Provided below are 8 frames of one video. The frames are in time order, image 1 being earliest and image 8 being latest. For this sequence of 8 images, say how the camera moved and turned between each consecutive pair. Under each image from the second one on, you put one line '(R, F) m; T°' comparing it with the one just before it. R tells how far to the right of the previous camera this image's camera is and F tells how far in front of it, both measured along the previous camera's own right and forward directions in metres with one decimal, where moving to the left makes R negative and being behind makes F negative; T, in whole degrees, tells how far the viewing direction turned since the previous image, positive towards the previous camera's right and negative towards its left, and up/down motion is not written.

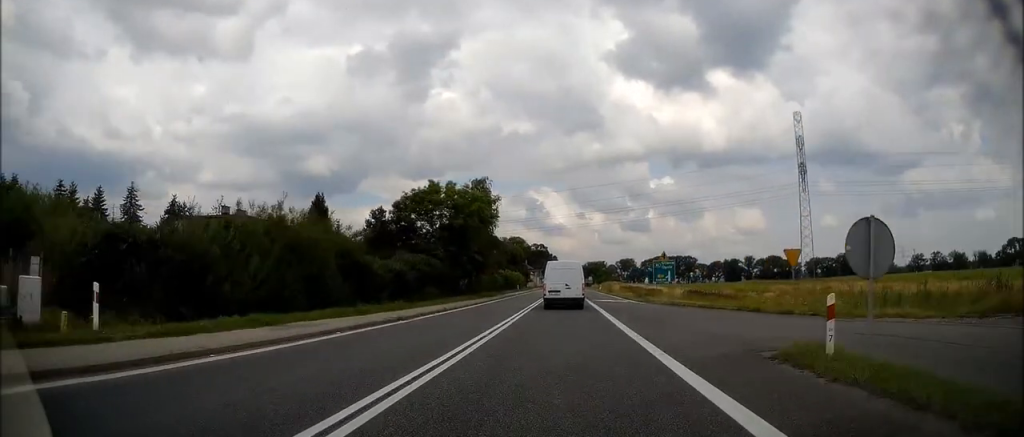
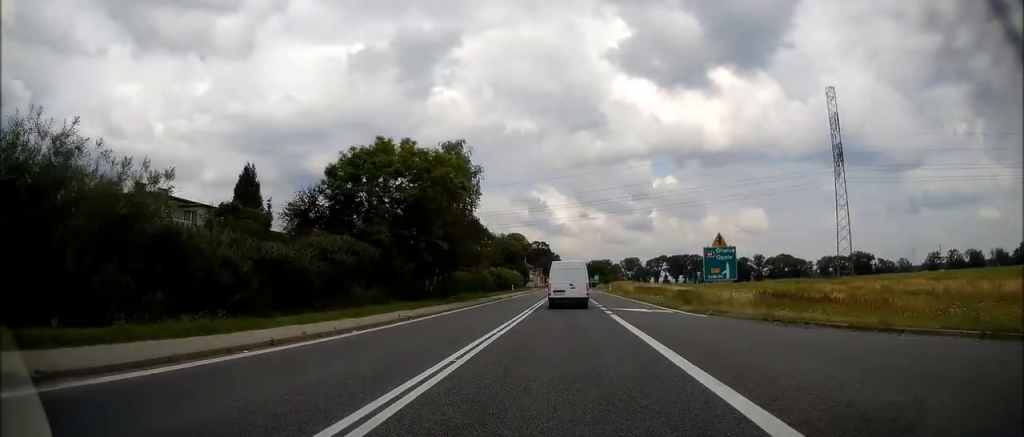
(+0.2, +17.2) m; 0°
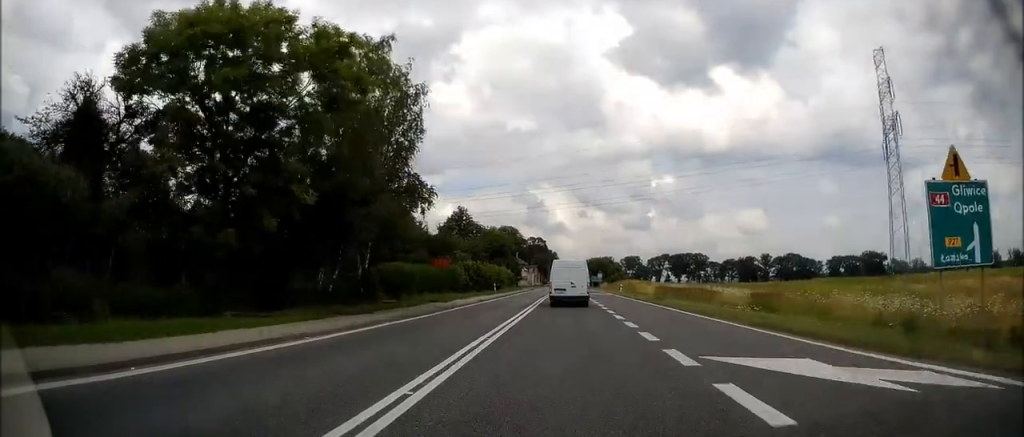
(-0.3, +21.2) m; 0°
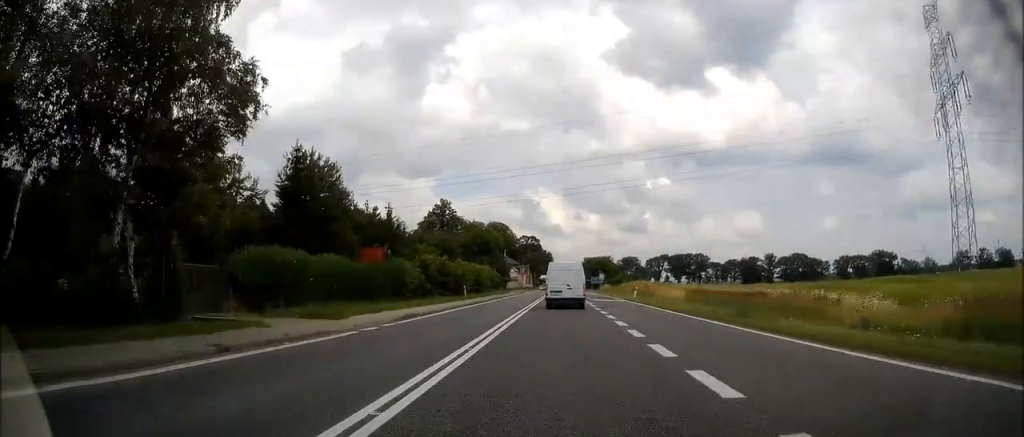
(+0.2, +18.8) m; +1°
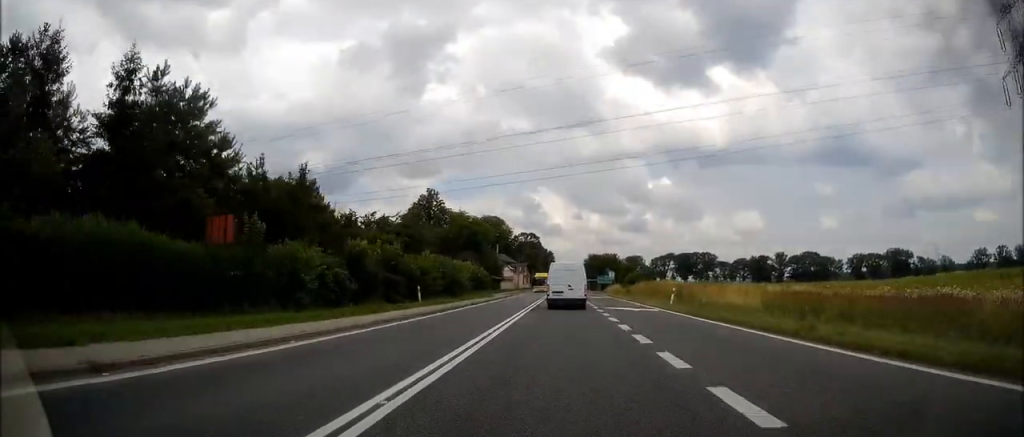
(0.0, +17.6) m; 0°
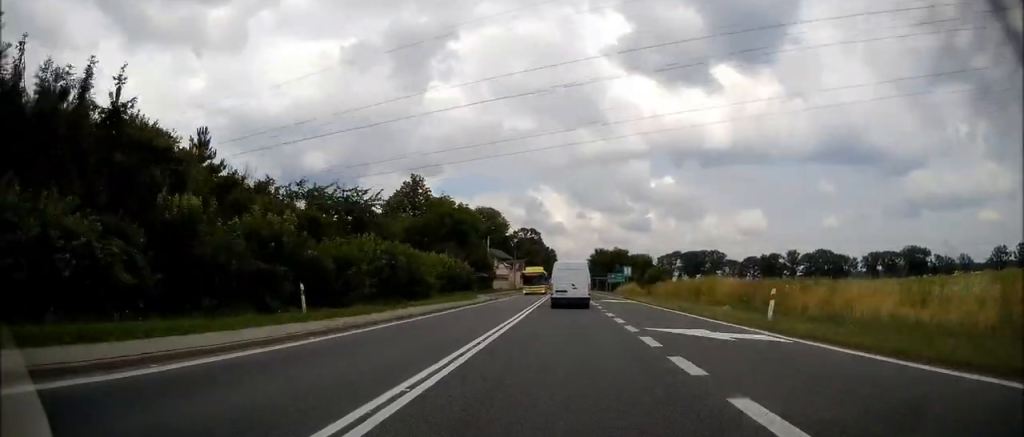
(-0.1, +17.0) m; 0°
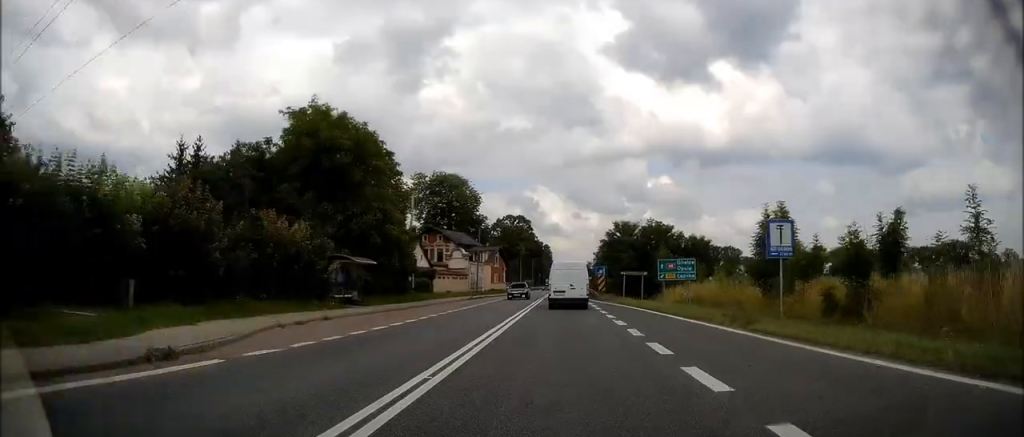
(0.0, +45.6) m; 0°
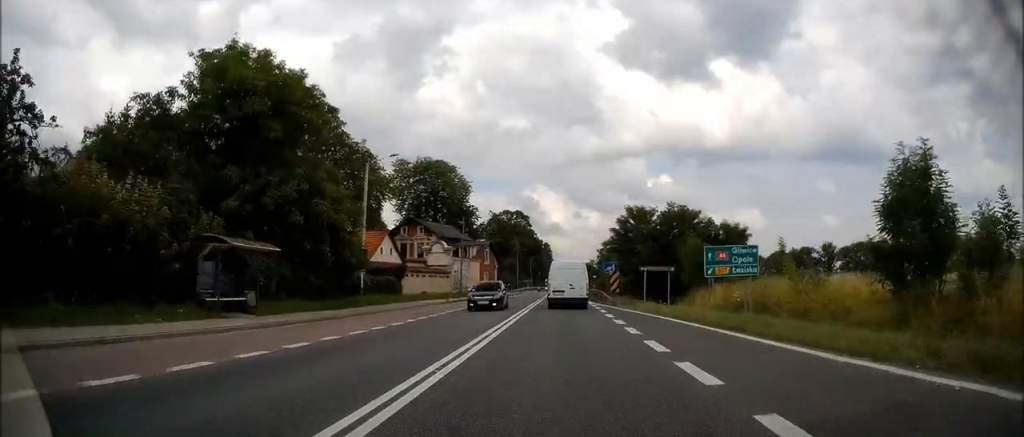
(-0.1, +11.7) m; 0°
